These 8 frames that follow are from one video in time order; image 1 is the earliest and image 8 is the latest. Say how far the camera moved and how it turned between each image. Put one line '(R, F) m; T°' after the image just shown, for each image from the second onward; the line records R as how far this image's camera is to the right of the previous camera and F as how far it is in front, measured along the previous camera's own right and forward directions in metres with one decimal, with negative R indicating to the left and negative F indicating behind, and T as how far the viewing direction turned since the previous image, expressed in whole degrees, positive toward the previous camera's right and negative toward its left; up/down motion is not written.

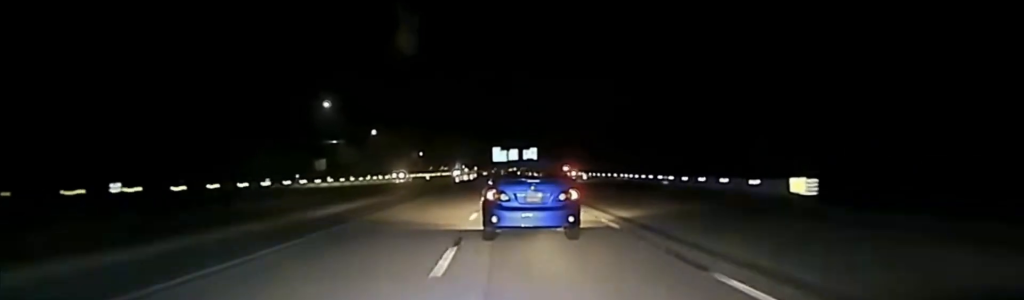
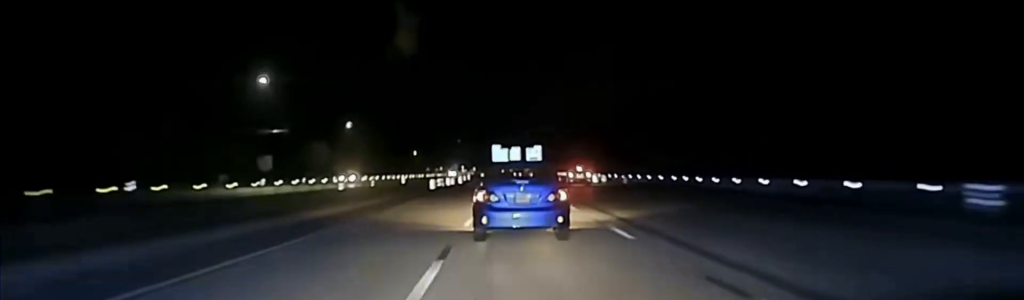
(+0.2, +36.9) m; 0°
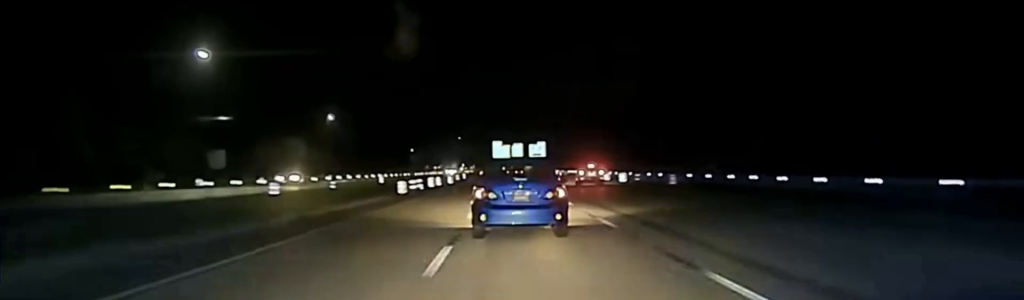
(-0.1, +21.2) m; 0°
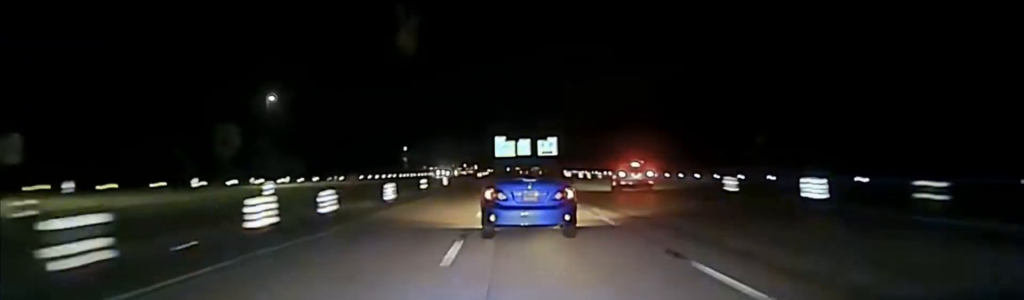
(-0.1, +47.8) m; 0°
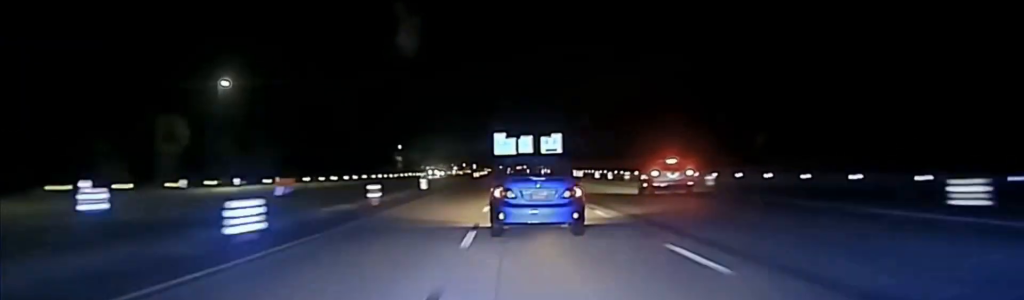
(0.0, +22.4) m; 0°
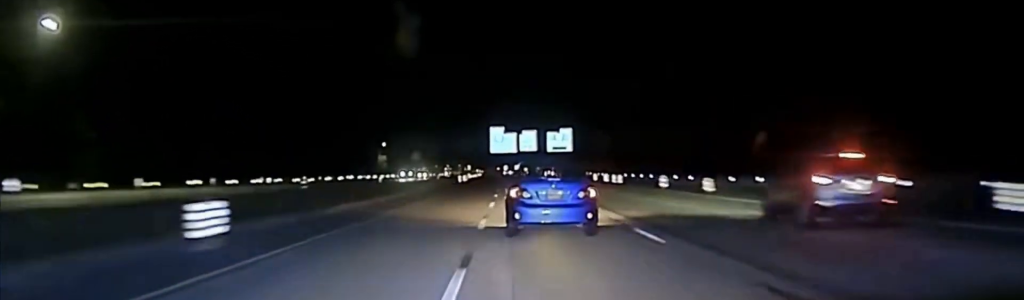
(0.0, +47.3) m; 0°
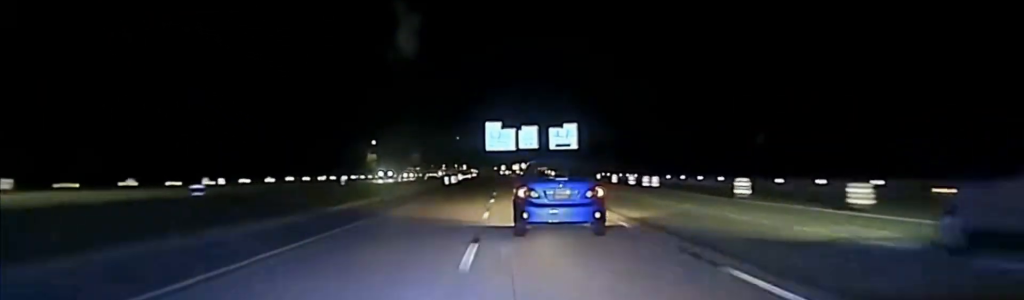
(0.0, +21.4) m; 0°
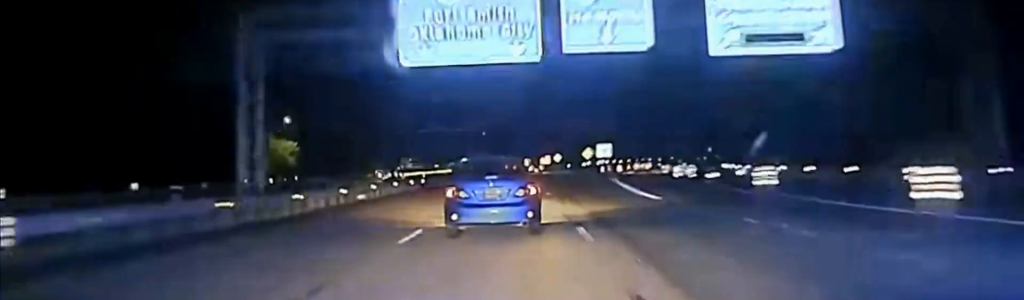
(+1.4, +145.8) m; -1°
